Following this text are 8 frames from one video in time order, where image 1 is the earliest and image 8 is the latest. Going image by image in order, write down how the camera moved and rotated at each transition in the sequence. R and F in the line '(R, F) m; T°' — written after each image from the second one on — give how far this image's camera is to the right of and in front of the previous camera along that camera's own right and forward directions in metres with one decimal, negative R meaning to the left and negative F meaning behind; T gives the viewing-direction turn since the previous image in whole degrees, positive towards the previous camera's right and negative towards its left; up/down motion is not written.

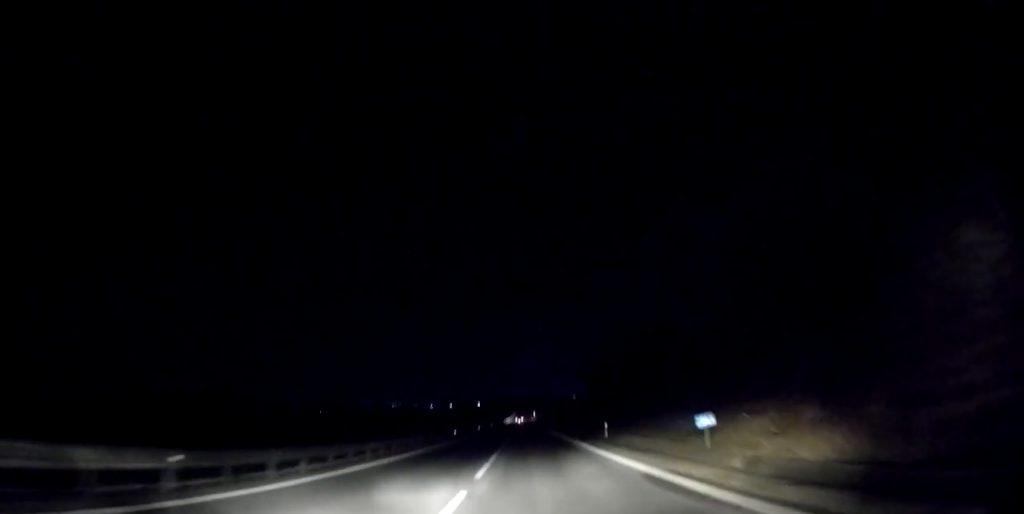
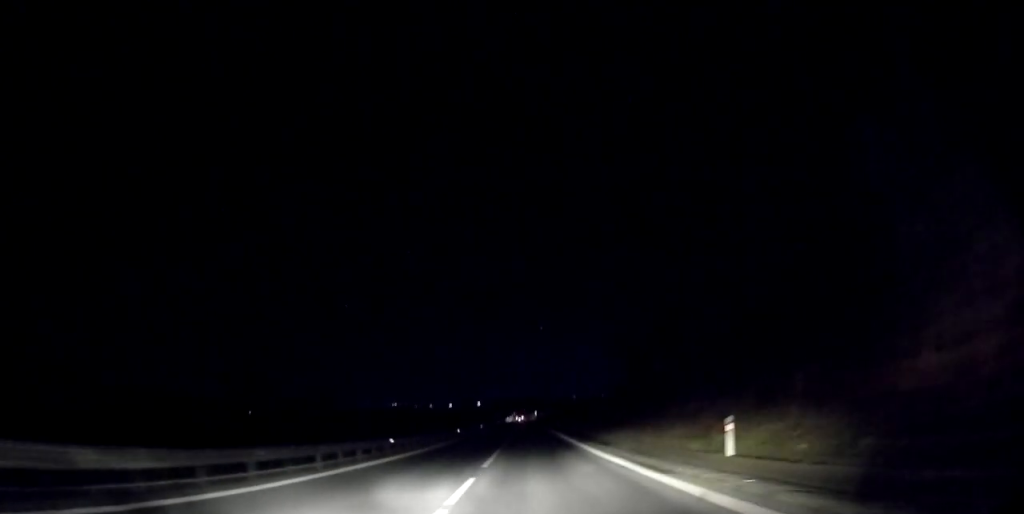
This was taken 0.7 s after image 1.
(+0.2, +20.8) m; 0°
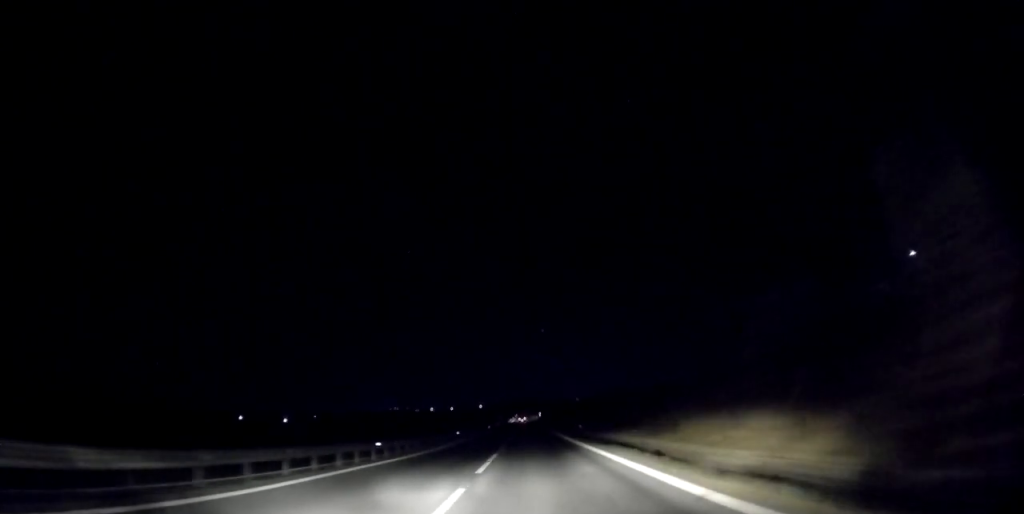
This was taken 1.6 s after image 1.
(-0.4, +26.0) m; 0°
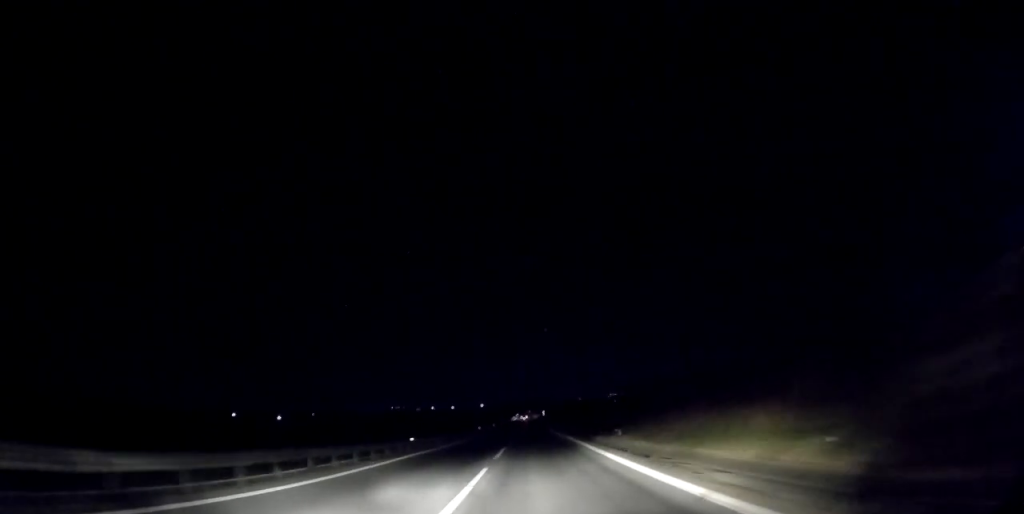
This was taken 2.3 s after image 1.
(+0.2, +18.5) m; 0°
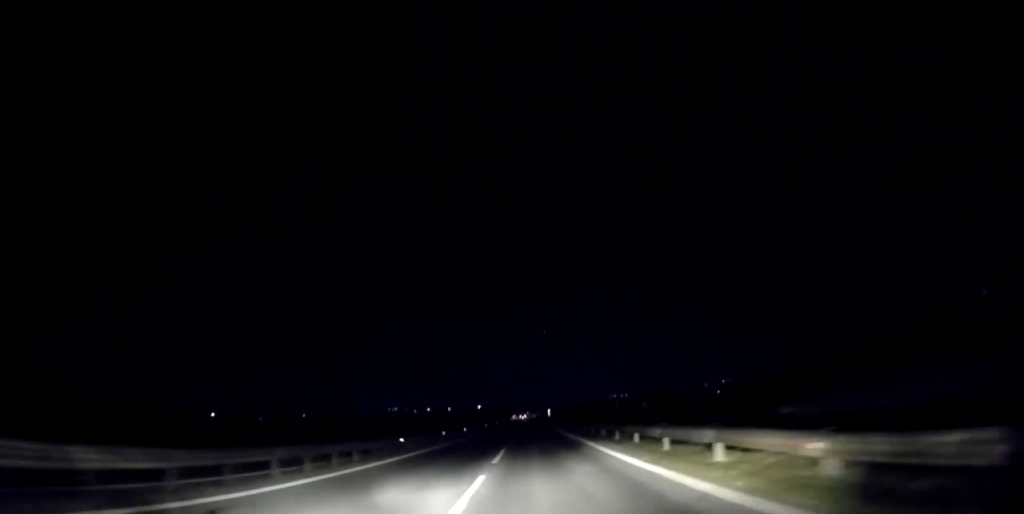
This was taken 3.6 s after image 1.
(-0.2, +38.5) m; 0°
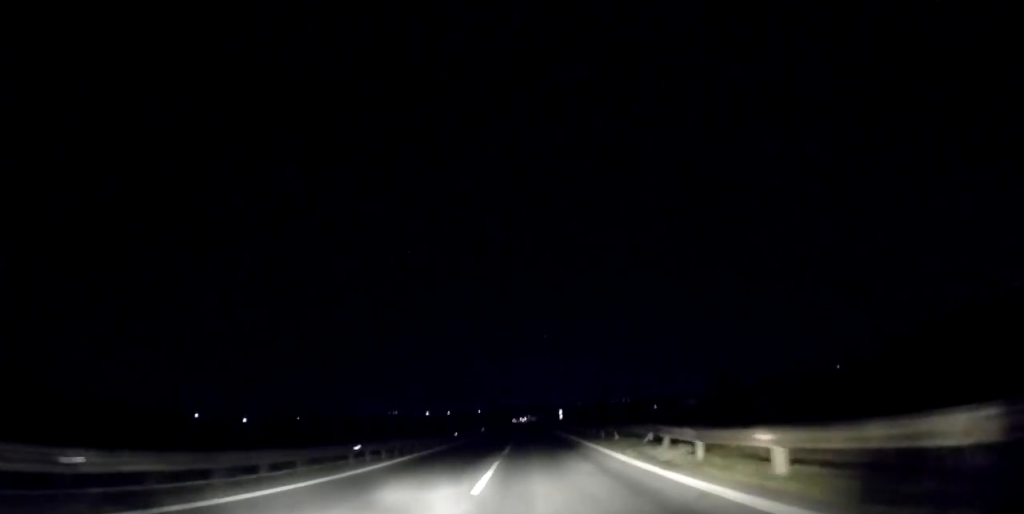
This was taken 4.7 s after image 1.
(+0.4, +30.5) m; +1°
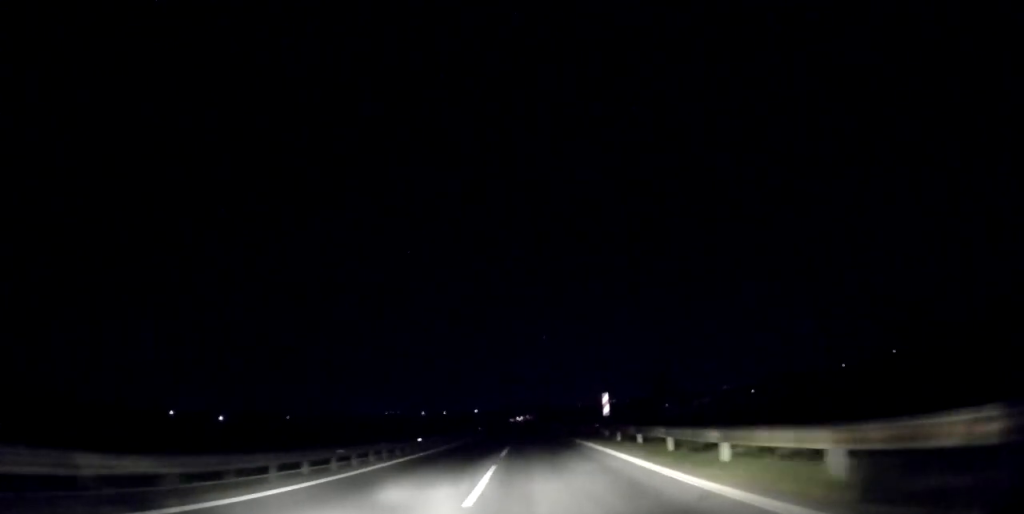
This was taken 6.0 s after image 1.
(-0.4, +37.9) m; -1°
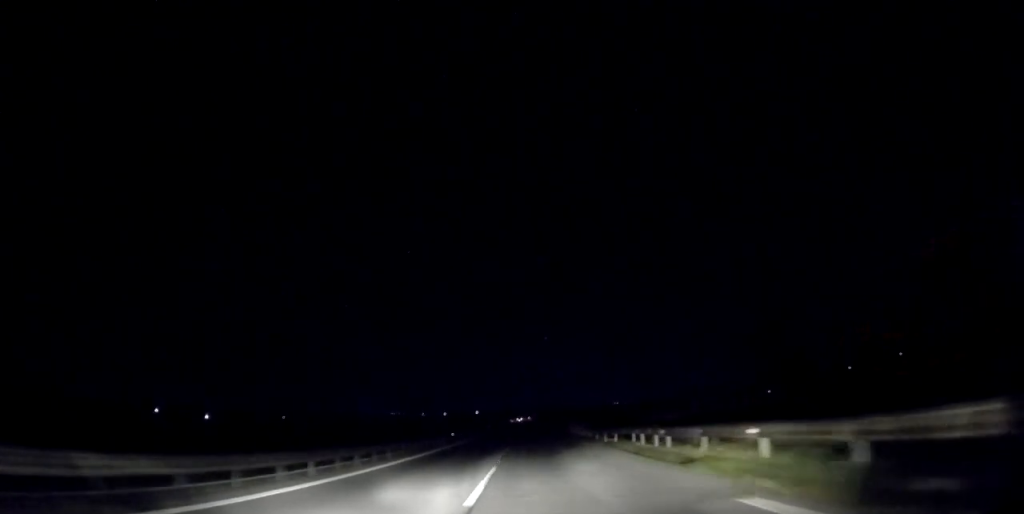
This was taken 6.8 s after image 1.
(-0.4, +23.6) m; 0°
